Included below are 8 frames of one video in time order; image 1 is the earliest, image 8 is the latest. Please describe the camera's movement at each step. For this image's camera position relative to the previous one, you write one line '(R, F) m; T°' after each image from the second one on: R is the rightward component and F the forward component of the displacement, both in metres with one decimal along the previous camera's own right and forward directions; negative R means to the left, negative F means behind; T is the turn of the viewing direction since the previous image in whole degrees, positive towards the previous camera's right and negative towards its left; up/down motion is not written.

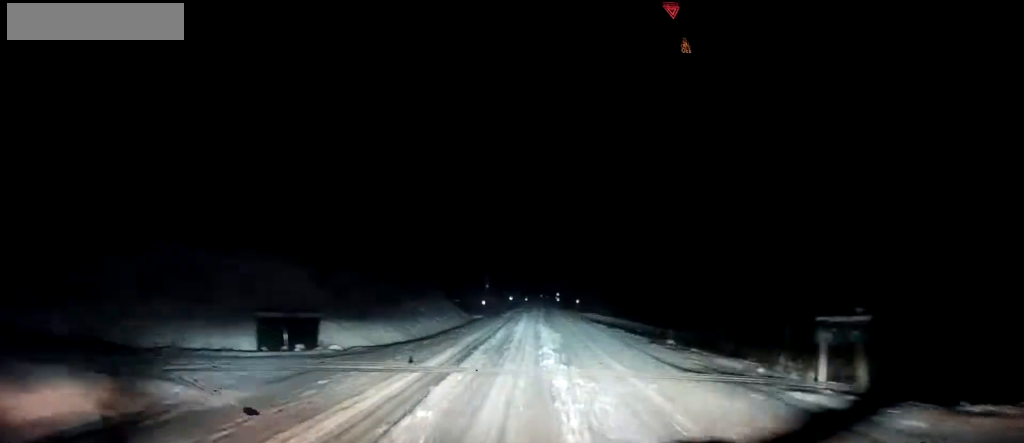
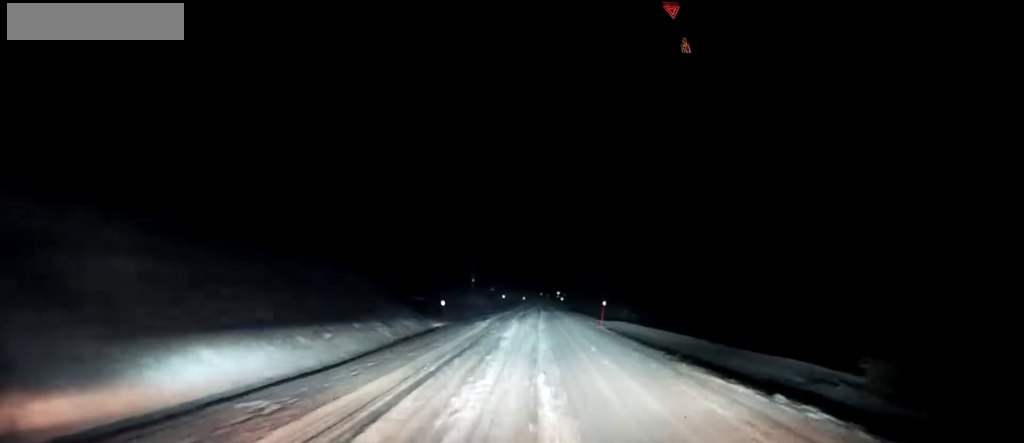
(+0.1, +17.7) m; +1°
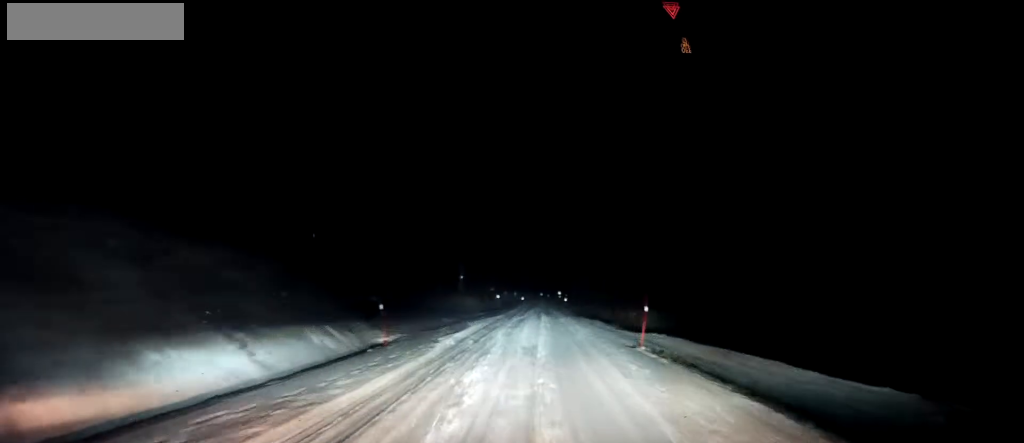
(0.0, +9.9) m; 0°
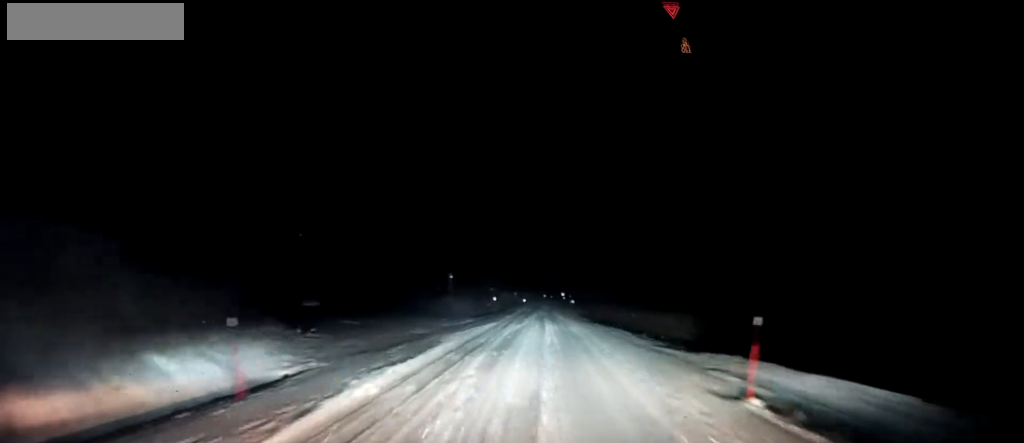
(0.0, +7.8) m; 0°
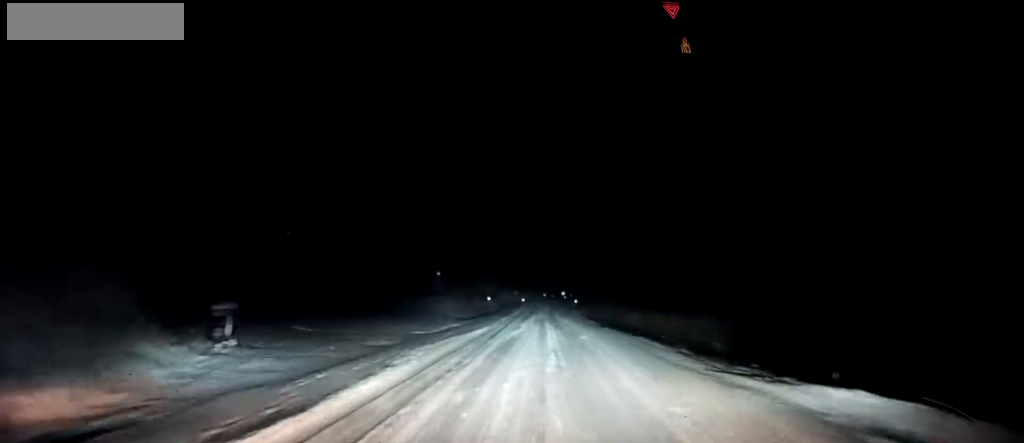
(0.0, +5.7) m; 0°
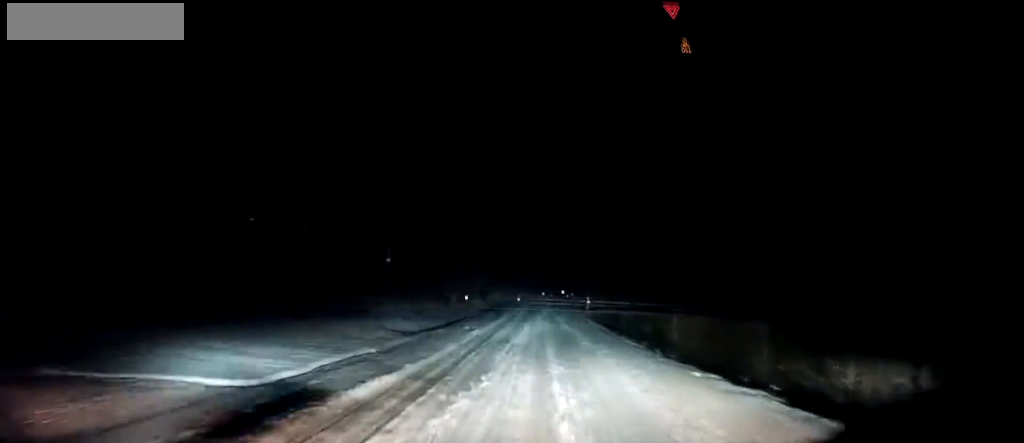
(0.0, +13.2) m; -2°
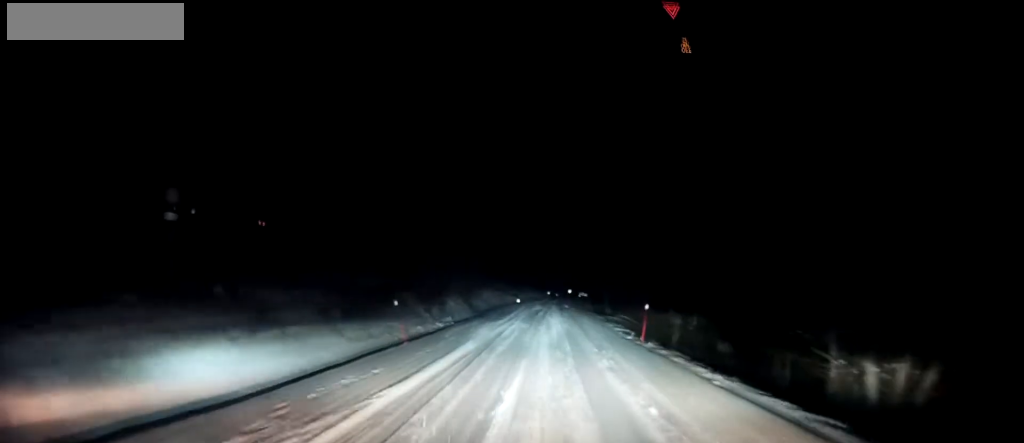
(-0.3, +17.5) m; +1°
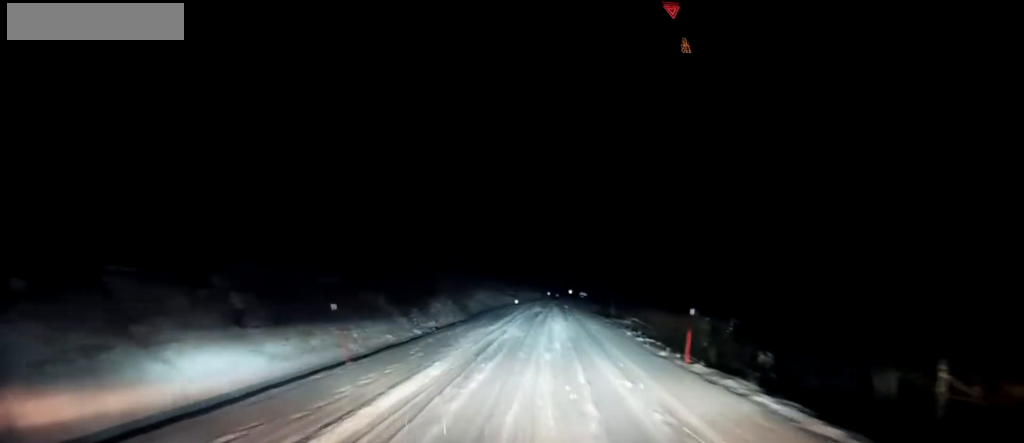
(+0.1, +5.0) m; +1°
